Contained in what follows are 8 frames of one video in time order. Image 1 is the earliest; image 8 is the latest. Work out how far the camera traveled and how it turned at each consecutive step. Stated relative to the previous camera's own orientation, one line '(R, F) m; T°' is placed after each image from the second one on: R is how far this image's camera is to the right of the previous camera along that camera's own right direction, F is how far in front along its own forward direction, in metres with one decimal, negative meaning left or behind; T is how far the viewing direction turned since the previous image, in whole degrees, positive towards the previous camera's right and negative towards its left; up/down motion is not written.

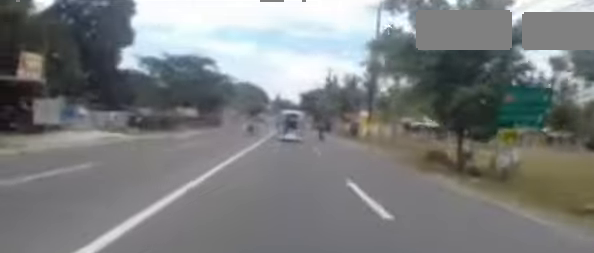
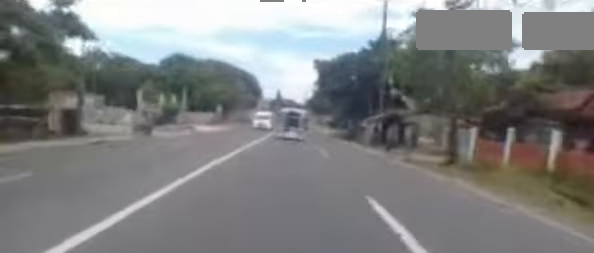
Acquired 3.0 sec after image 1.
(+1.4, +37.6) m; +2°
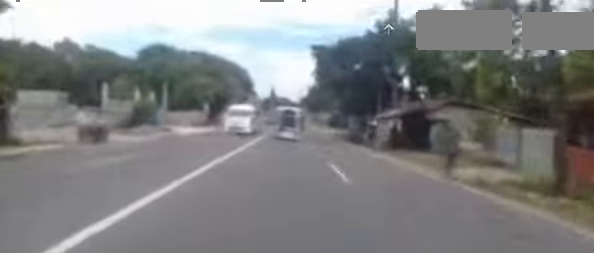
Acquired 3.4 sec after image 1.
(-0.1, +5.1) m; +1°
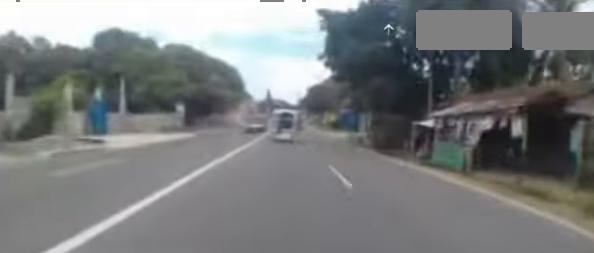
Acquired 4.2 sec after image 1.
(+0.3, +9.4) m; +2°
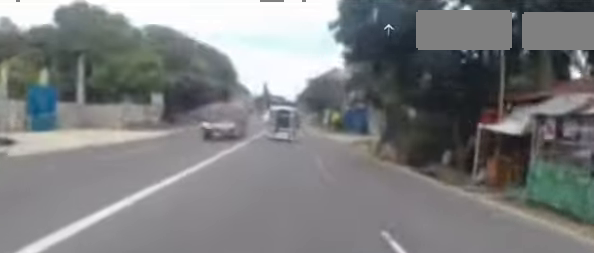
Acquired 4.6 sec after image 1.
(+0.1, +4.9) m; +1°
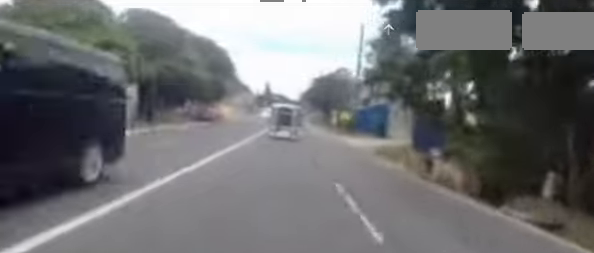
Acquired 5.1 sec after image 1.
(+0.1, +5.9) m; -1°
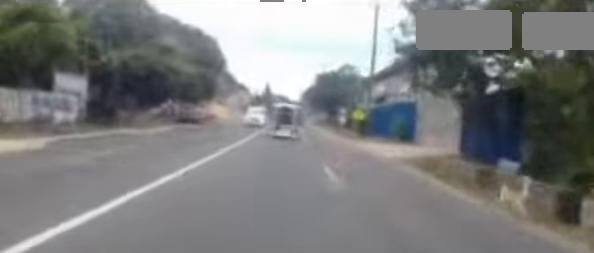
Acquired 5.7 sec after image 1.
(+0.1, +6.4) m; -1°
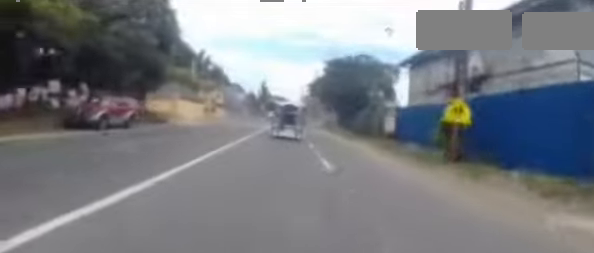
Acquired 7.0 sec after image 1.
(-0.7, +16.0) m; -1°
